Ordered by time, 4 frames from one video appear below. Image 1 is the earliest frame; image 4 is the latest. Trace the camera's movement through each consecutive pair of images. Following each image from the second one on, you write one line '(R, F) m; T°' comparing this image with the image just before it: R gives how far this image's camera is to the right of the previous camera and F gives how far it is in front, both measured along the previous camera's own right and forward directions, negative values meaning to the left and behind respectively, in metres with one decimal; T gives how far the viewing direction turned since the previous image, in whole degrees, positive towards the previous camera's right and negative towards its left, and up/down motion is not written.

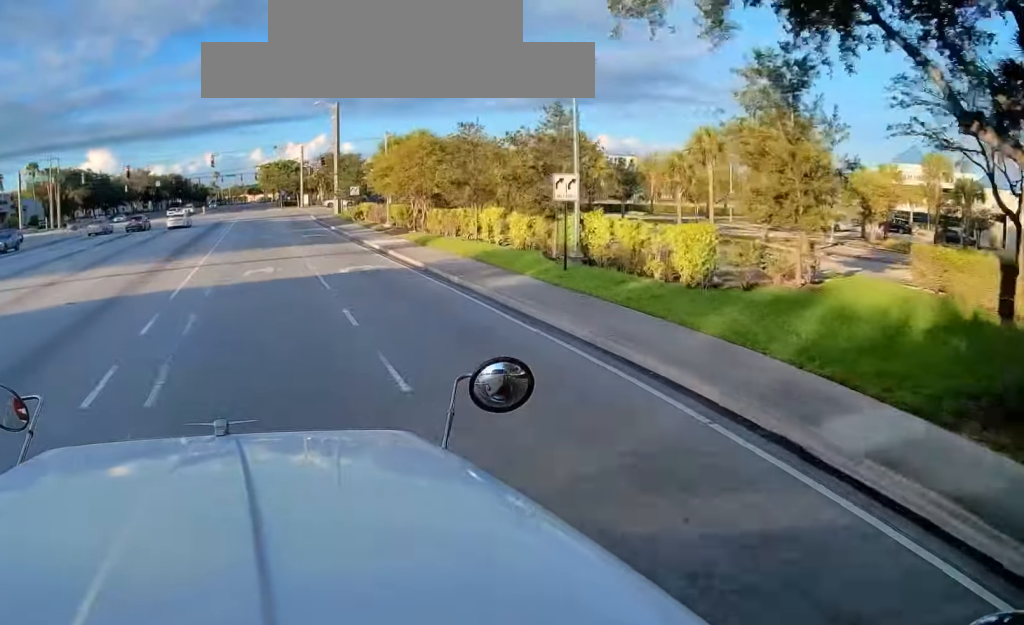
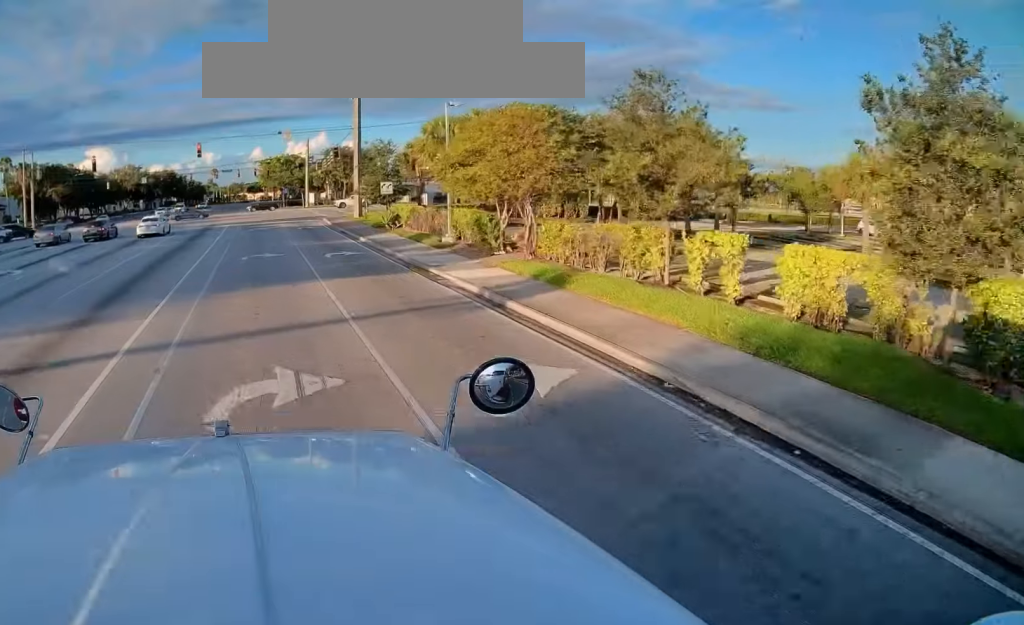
(-0.2, +15.2) m; -1°
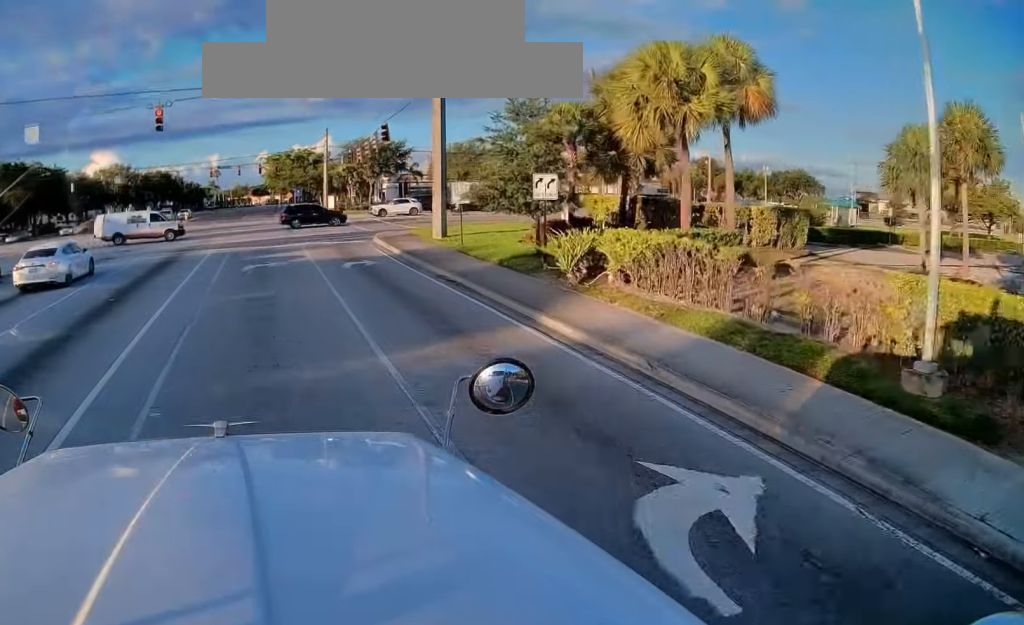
(+0.1, +25.9) m; -1°
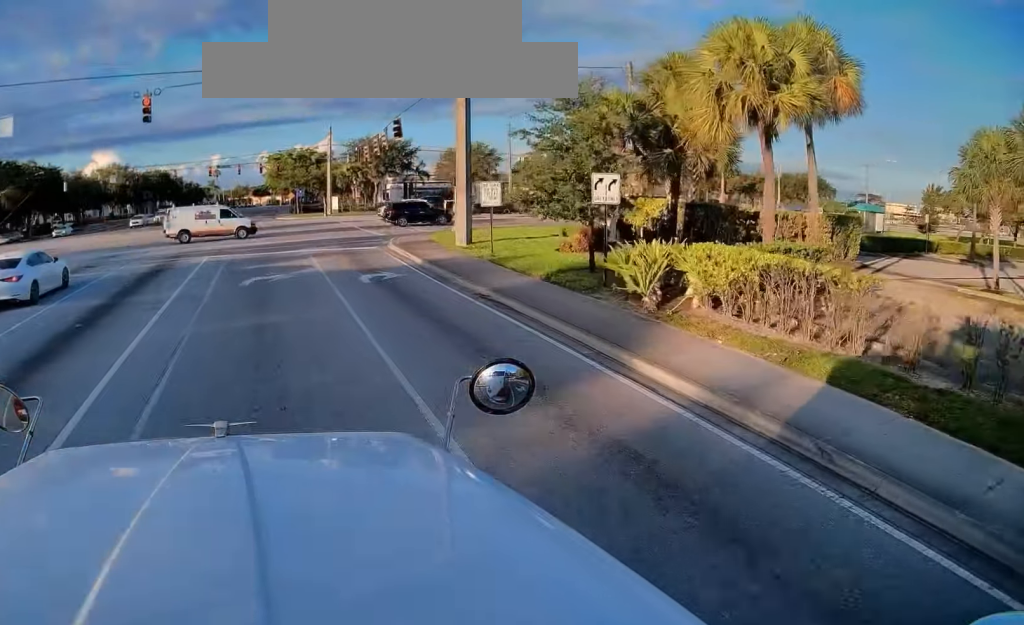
(0.0, +3.9) m; -1°
